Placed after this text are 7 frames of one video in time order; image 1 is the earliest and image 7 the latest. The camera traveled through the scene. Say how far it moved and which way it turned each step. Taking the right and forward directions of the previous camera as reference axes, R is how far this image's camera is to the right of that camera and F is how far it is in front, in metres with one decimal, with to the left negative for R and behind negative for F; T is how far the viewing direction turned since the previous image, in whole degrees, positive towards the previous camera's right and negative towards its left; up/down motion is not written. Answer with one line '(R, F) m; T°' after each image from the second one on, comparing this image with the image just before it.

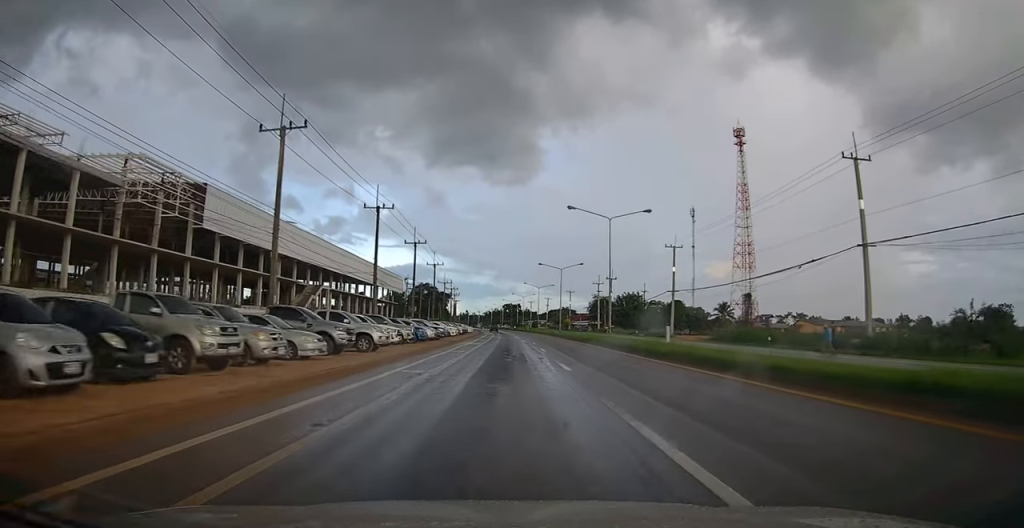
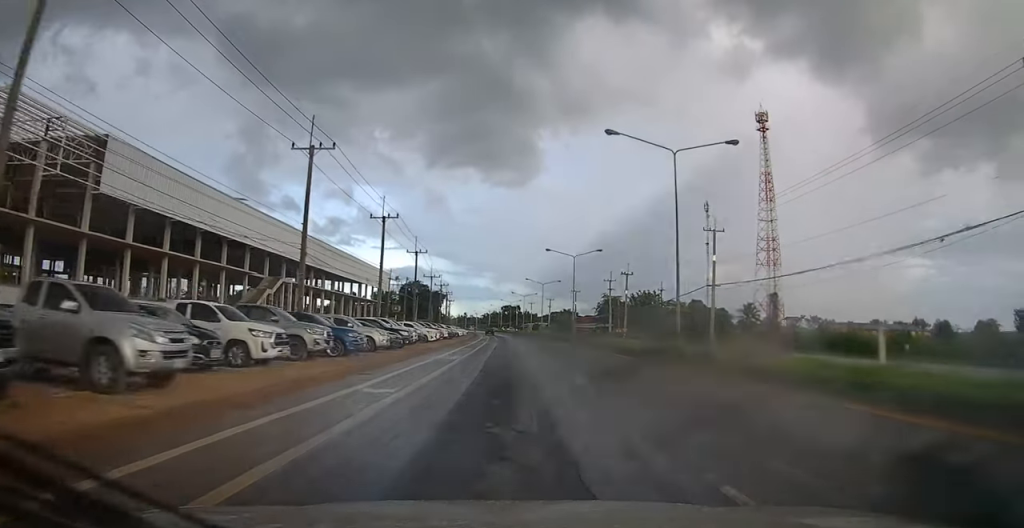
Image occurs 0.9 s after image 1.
(+0.1, +15.9) m; +1°
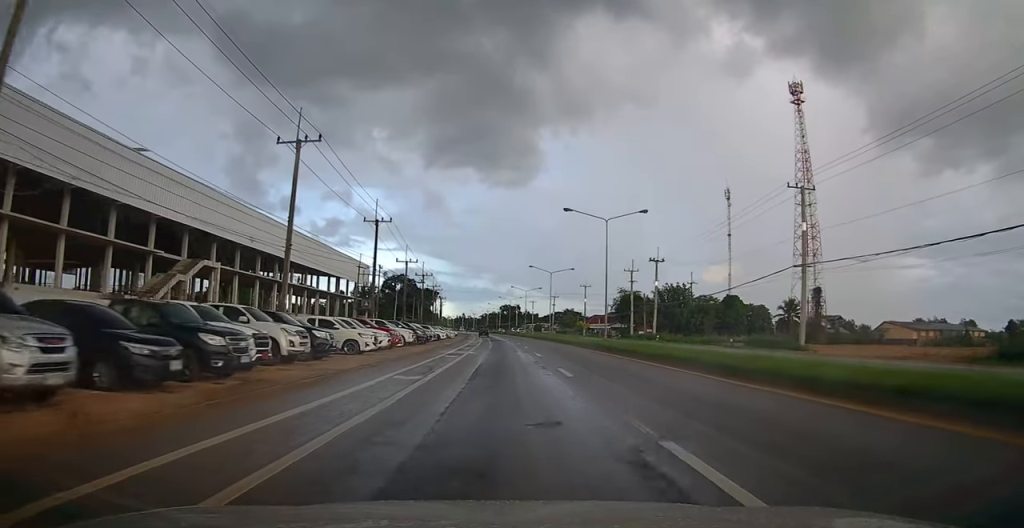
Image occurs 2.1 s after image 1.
(-0.1, +20.1) m; -2°
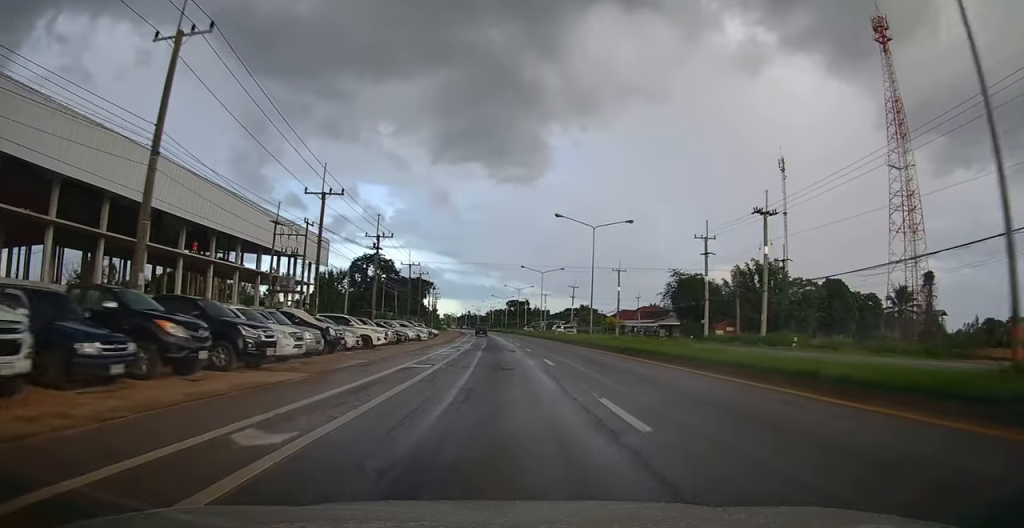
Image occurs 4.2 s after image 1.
(-0.9, +31.2) m; -1°
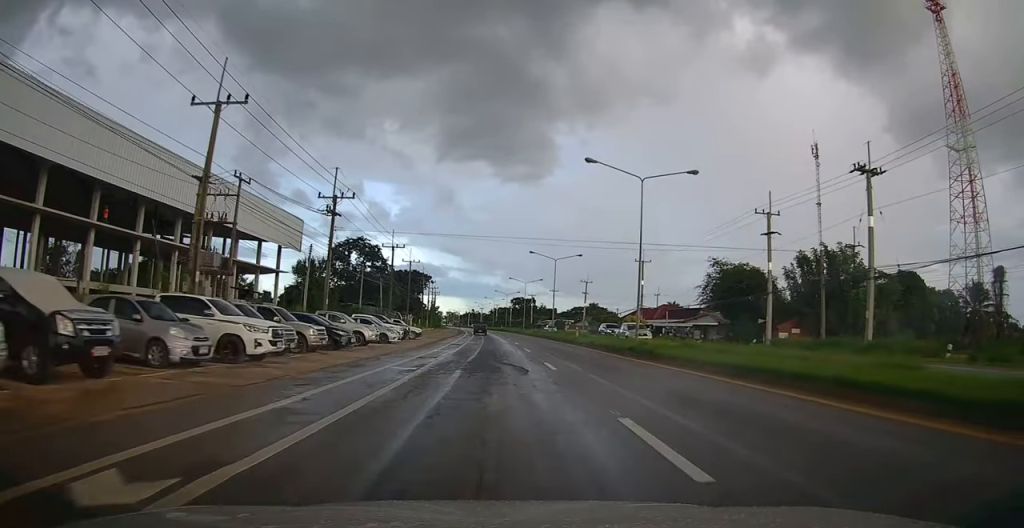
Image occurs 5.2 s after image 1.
(+0.2, +14.0) m; 0°
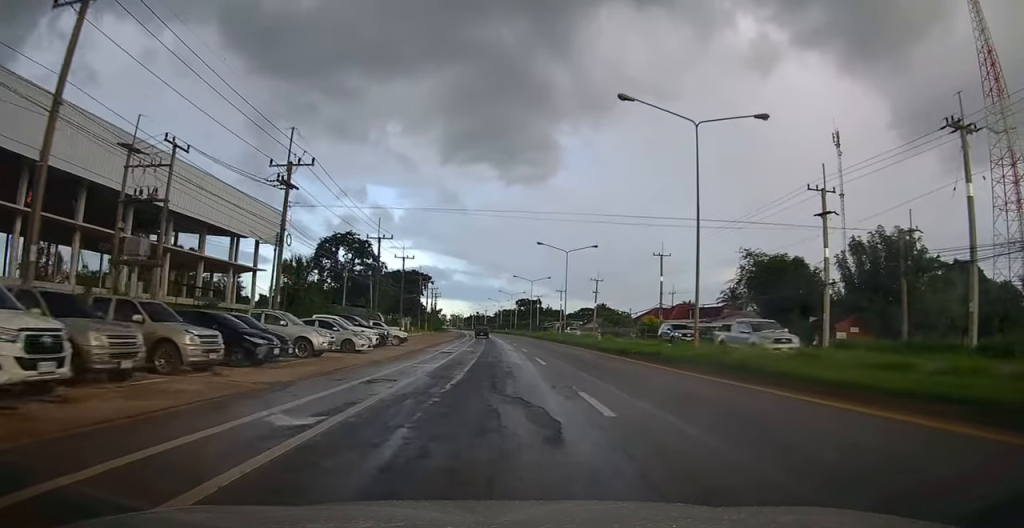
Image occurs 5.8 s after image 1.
(-0.1, +8.3) m; -1°
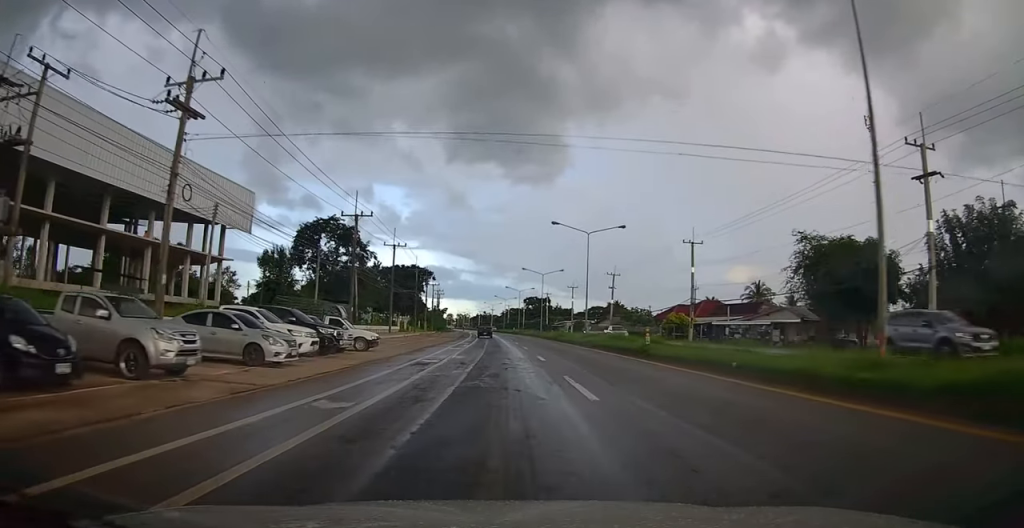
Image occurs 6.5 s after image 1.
(0.0, +10.5) m; 0°
